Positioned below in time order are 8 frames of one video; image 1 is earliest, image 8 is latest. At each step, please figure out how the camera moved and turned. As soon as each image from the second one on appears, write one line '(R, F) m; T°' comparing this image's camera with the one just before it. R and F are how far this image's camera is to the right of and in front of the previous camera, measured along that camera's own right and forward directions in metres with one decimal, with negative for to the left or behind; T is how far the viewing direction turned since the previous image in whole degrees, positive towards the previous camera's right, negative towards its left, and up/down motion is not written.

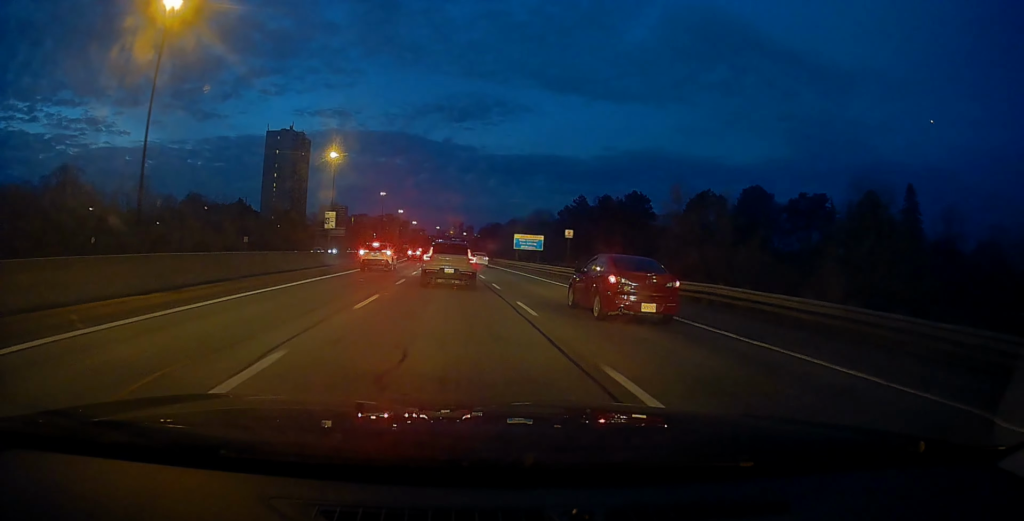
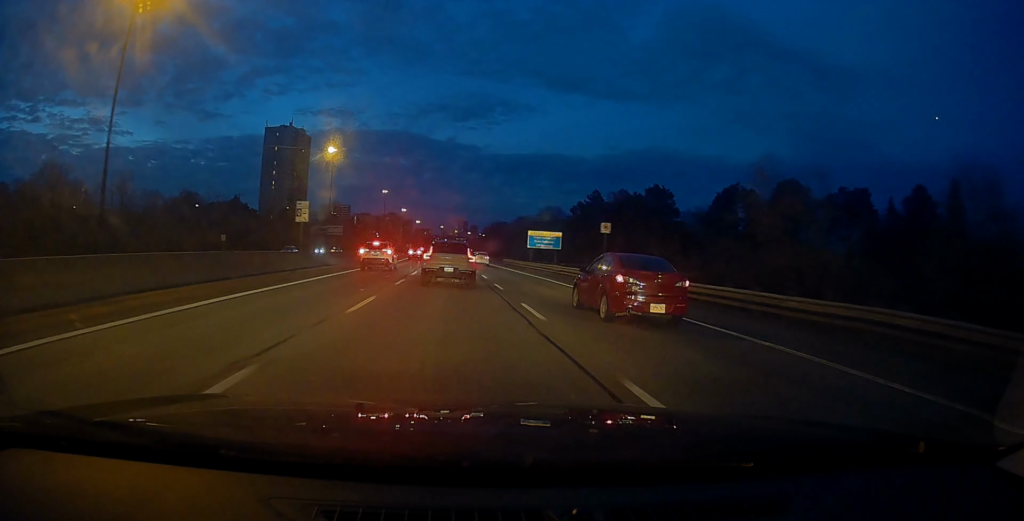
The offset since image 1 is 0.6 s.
(0.0, +9.9) m; -1°
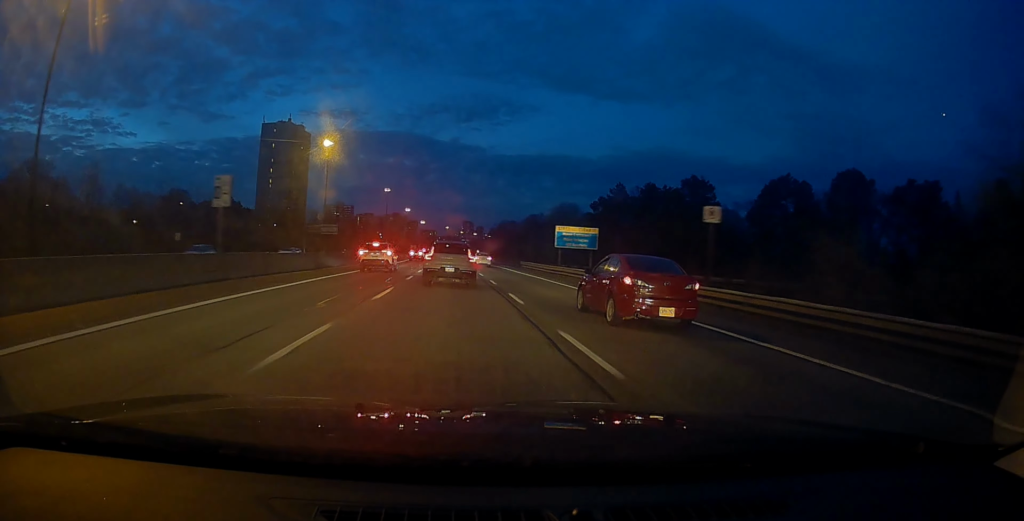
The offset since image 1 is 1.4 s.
(-0.4, +14.5) m; -2°
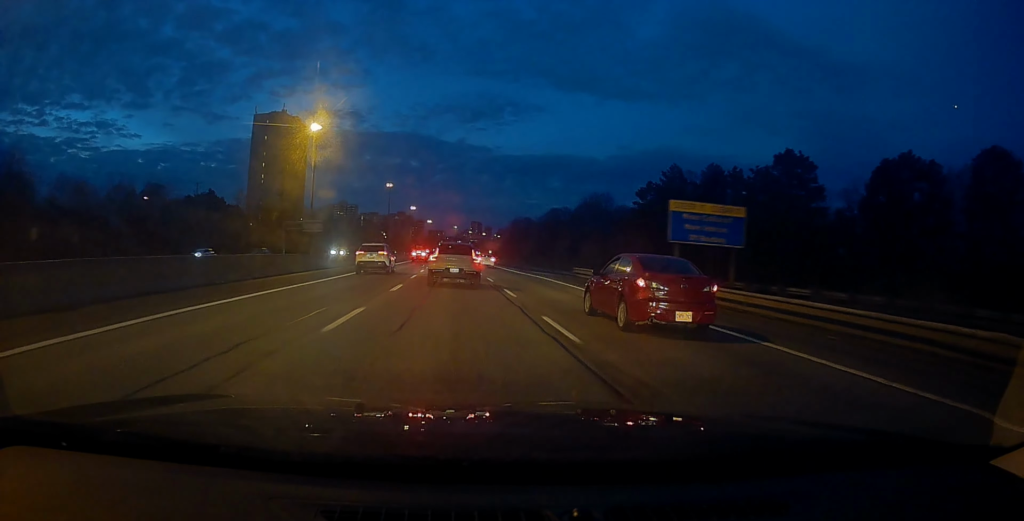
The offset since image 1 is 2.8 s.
(-0.2, +24.7) m; 0°
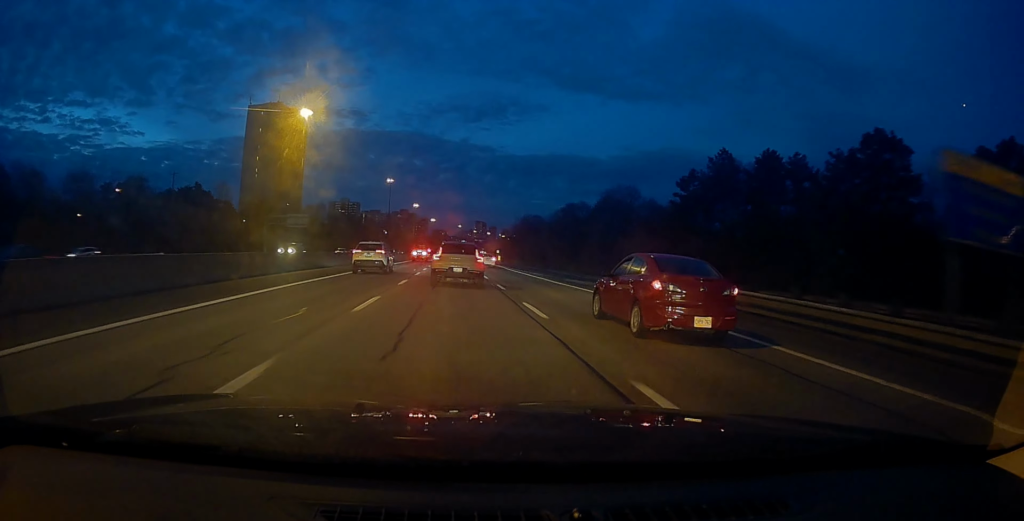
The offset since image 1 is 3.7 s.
(+0.2, +15.0) m; -1°
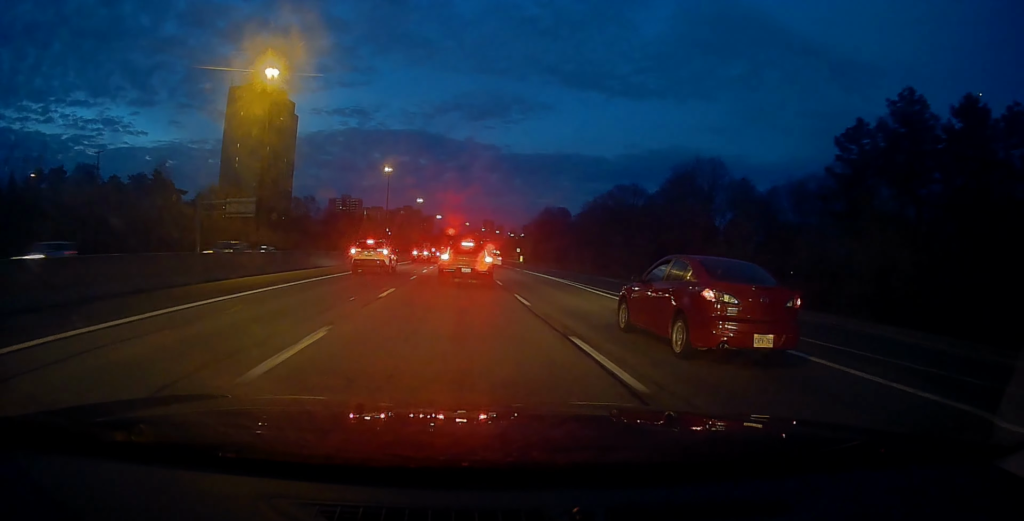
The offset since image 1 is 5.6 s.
(-0.7, +33.0) m; -1°
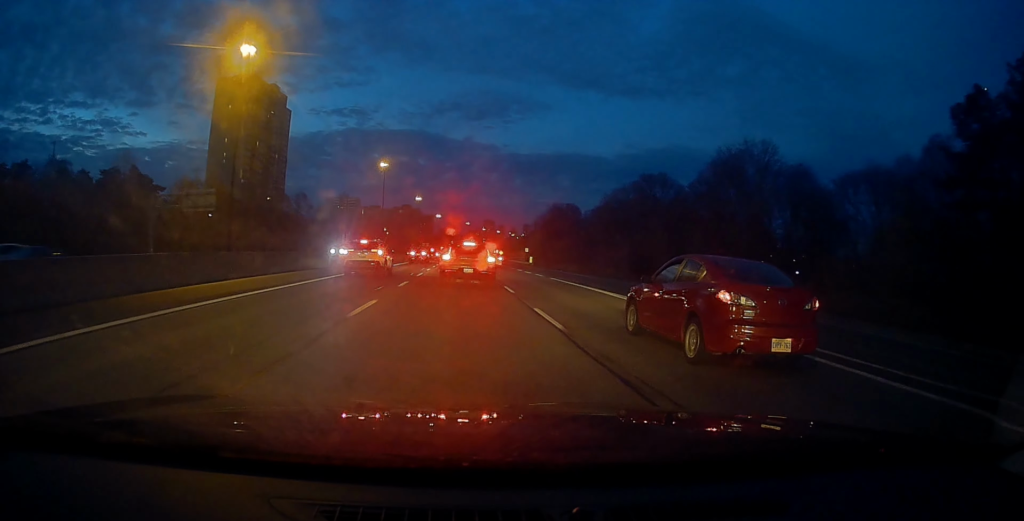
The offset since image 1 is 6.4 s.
(-0.1, +13.8) m; 0°
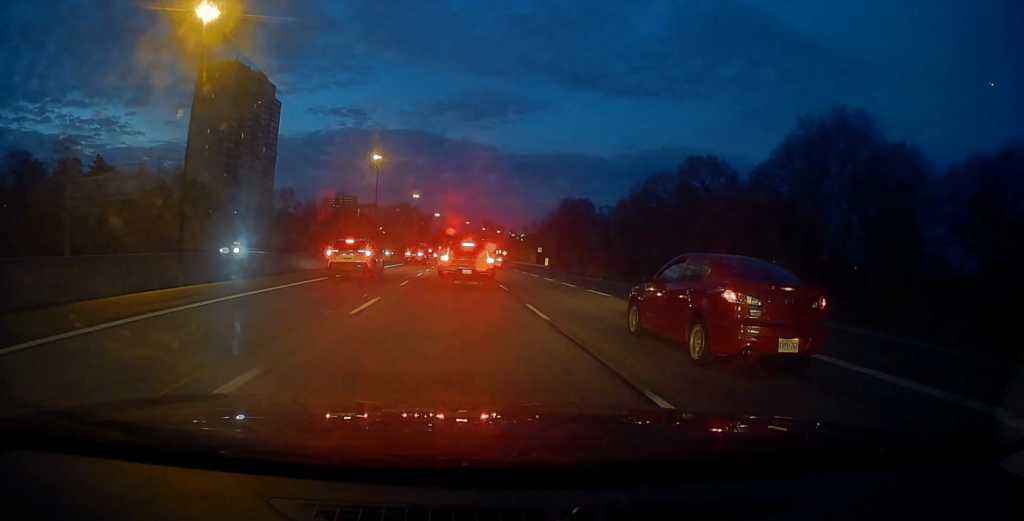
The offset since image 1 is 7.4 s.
(0.0, +17.4) m; +1°
